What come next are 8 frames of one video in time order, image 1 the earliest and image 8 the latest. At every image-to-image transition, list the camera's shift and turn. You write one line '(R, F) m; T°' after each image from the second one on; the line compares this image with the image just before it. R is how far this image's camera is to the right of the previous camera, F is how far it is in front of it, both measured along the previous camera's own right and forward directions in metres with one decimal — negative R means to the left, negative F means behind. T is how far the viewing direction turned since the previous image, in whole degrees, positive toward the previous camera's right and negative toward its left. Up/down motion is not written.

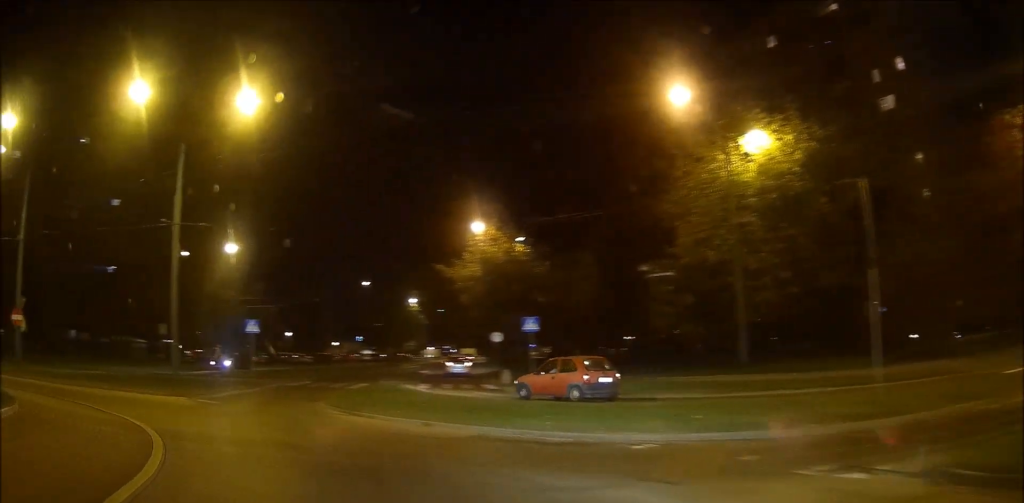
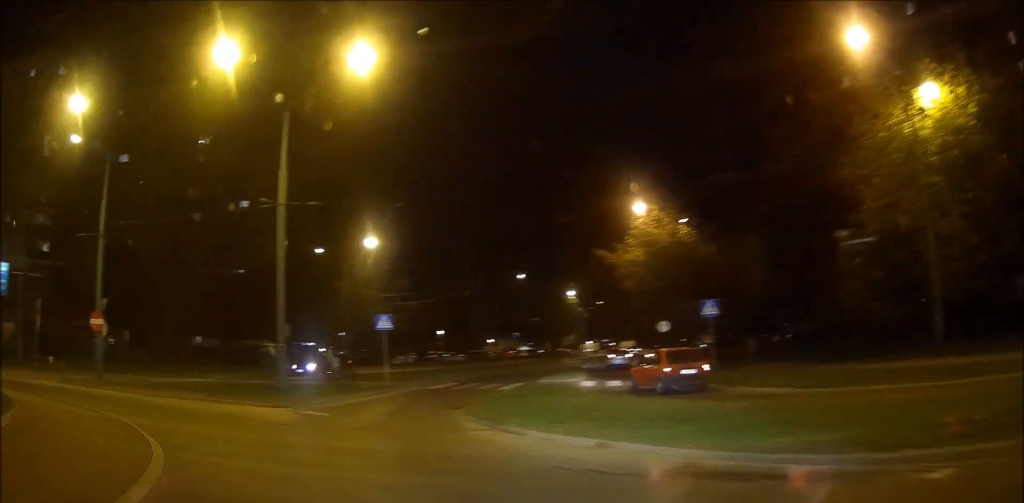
(-1.0, +3.9) m; -20°
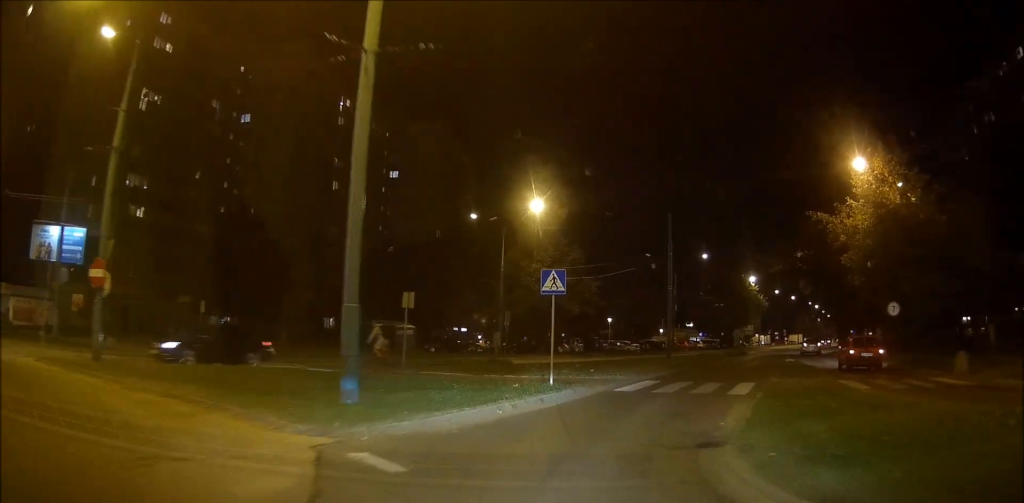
(-3.3, +12.1) m; -15°
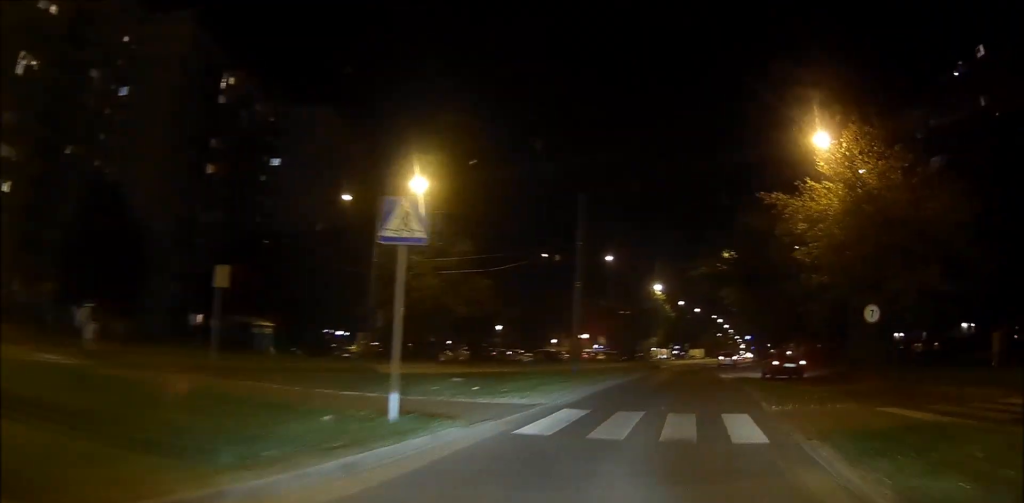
(0.0, +9.7) m; +2°
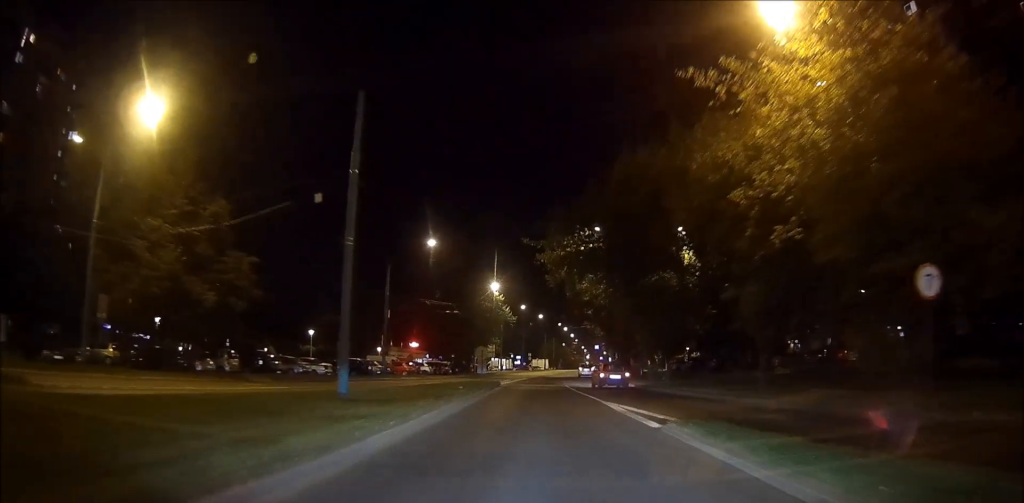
(+2.0, +16.1) m; +15°
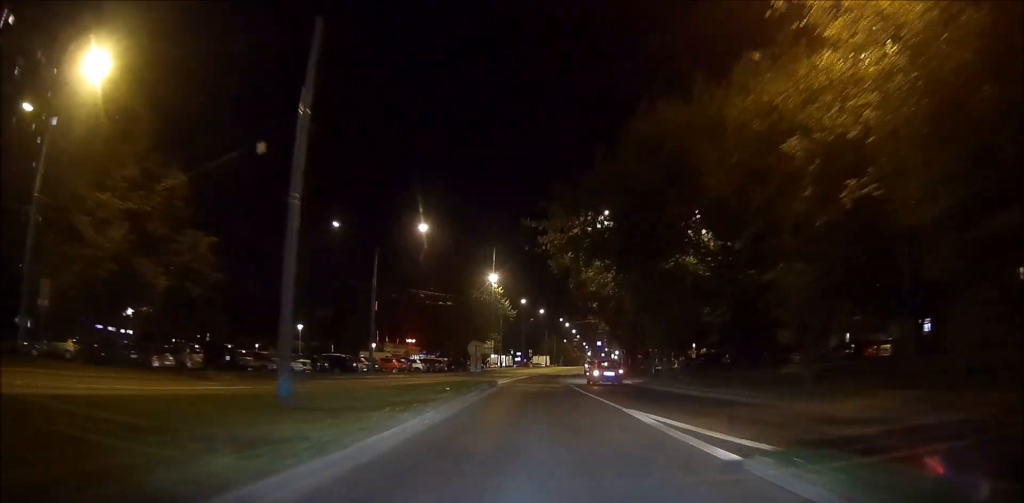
(+0.1, +4.8) m; +1°
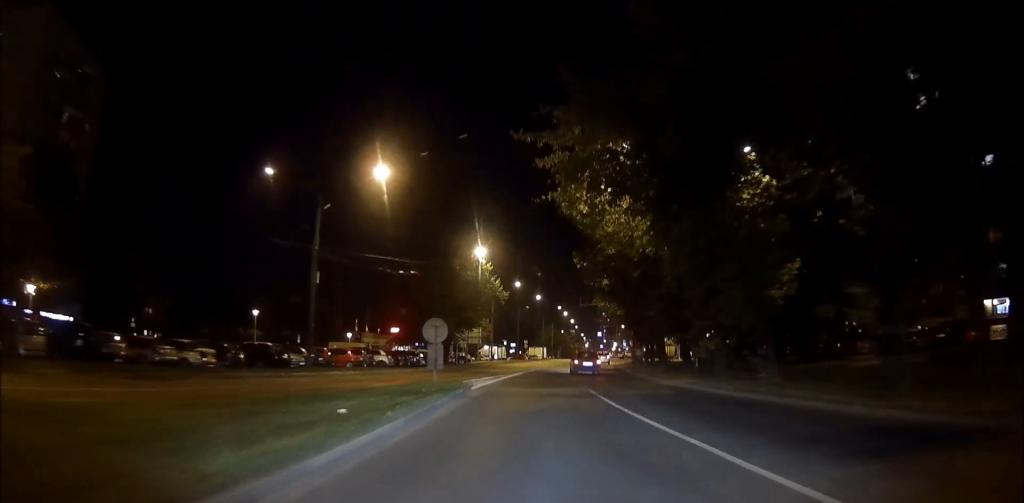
(+0.2, +13.4) m; +1°
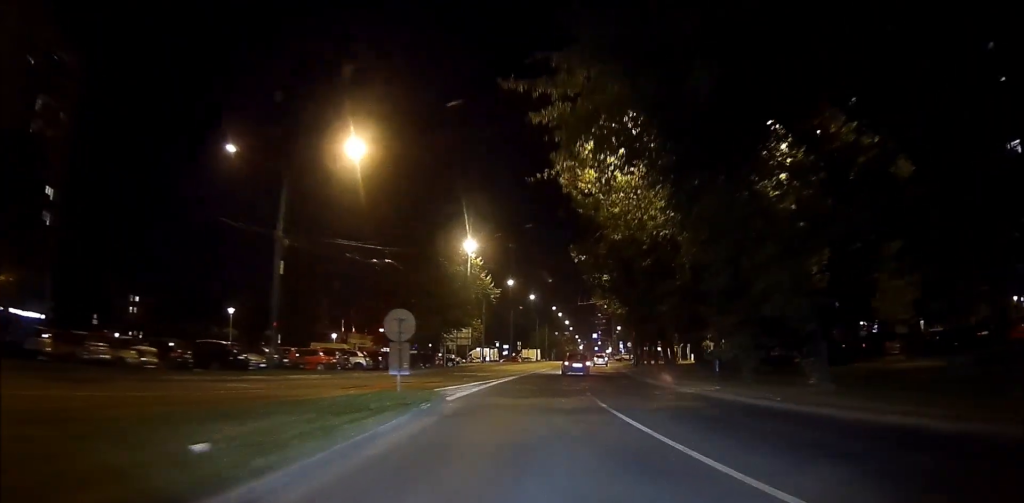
(0.0, +5.1) m; 0°
